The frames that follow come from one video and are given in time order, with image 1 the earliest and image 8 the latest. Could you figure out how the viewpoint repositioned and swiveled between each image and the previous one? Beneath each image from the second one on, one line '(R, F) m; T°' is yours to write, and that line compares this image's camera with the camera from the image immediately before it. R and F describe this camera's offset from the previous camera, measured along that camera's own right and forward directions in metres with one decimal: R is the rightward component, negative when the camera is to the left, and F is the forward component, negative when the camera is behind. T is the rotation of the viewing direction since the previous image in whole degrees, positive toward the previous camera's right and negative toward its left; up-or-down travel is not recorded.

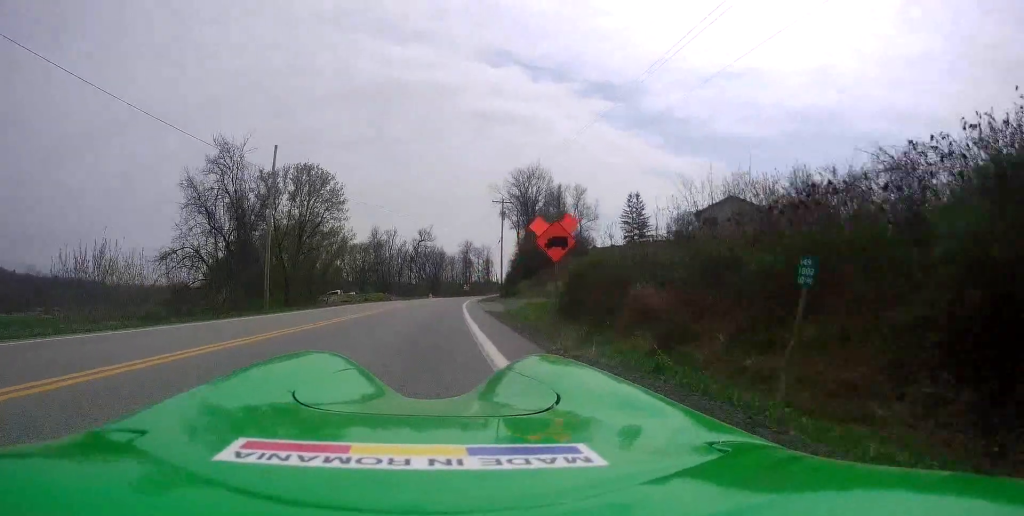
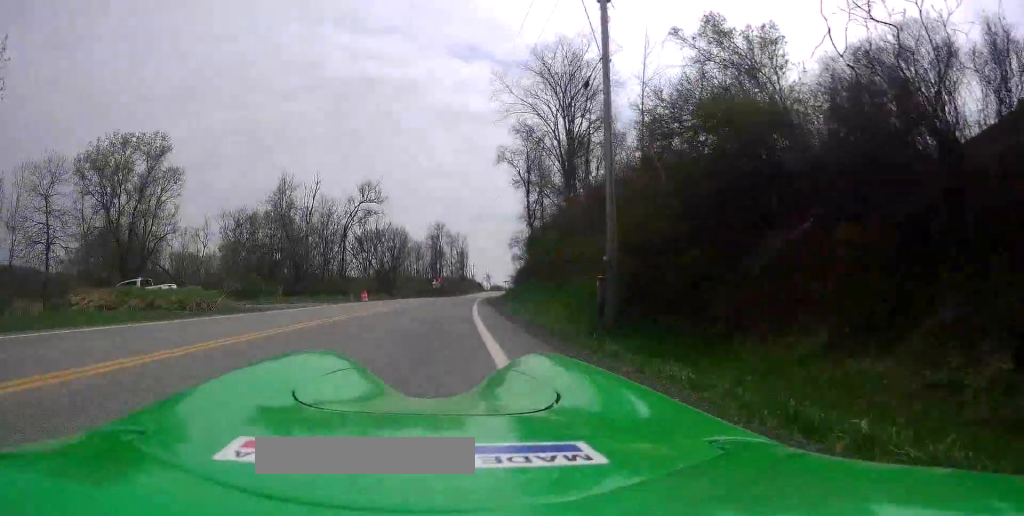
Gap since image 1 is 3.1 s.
(+1.8, +51.5) m; +3°
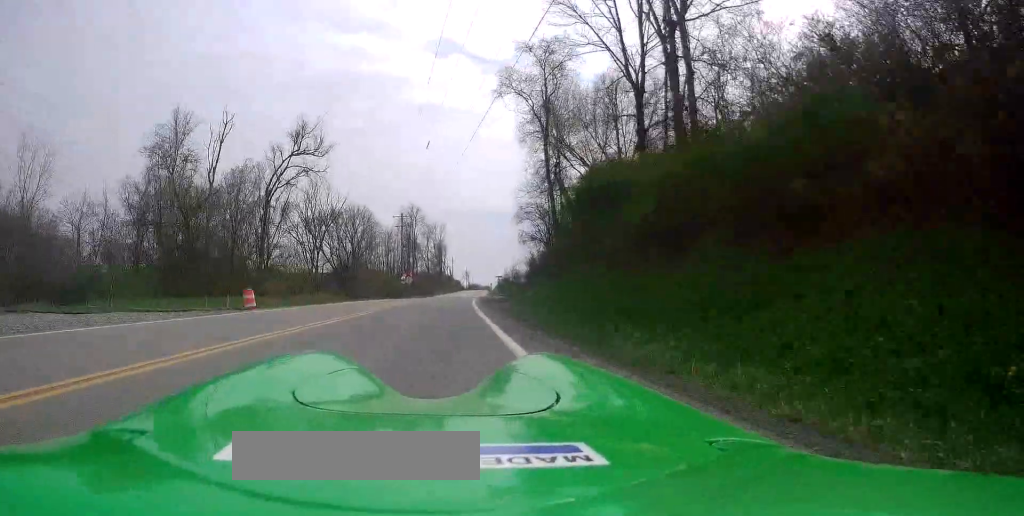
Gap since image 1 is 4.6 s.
(+0.4, +25.2) m; +3°
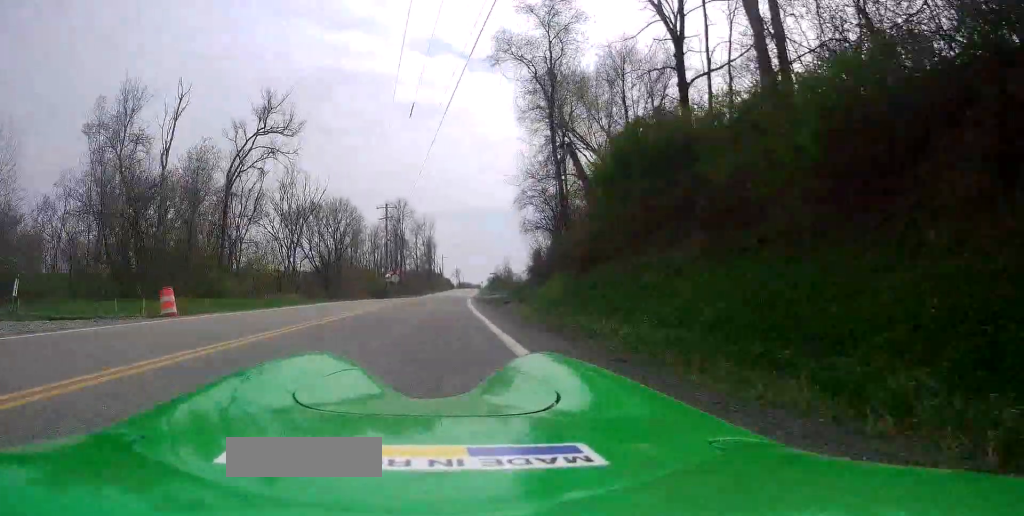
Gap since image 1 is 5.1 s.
(0.0, +7.8) m; +1°
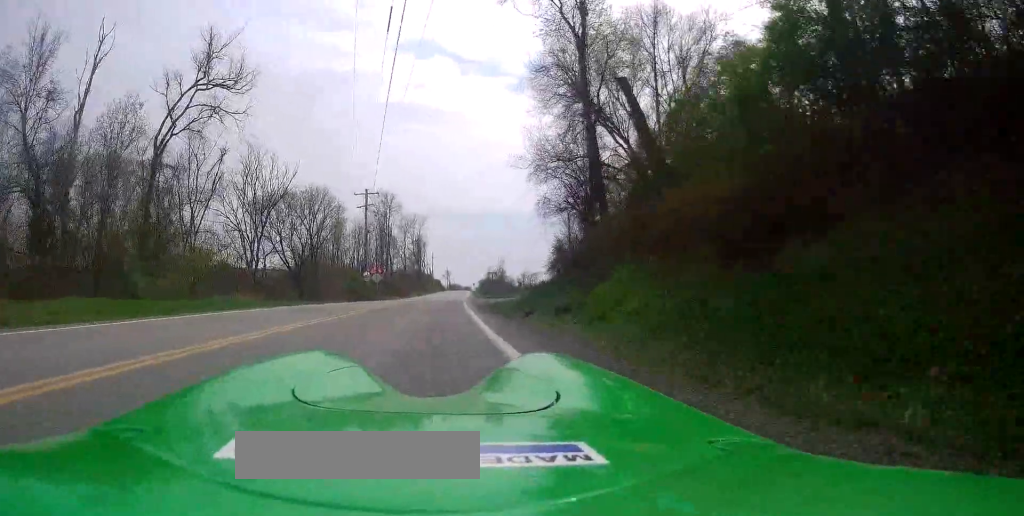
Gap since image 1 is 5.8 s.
(+0.2, +11.5) m; 0°
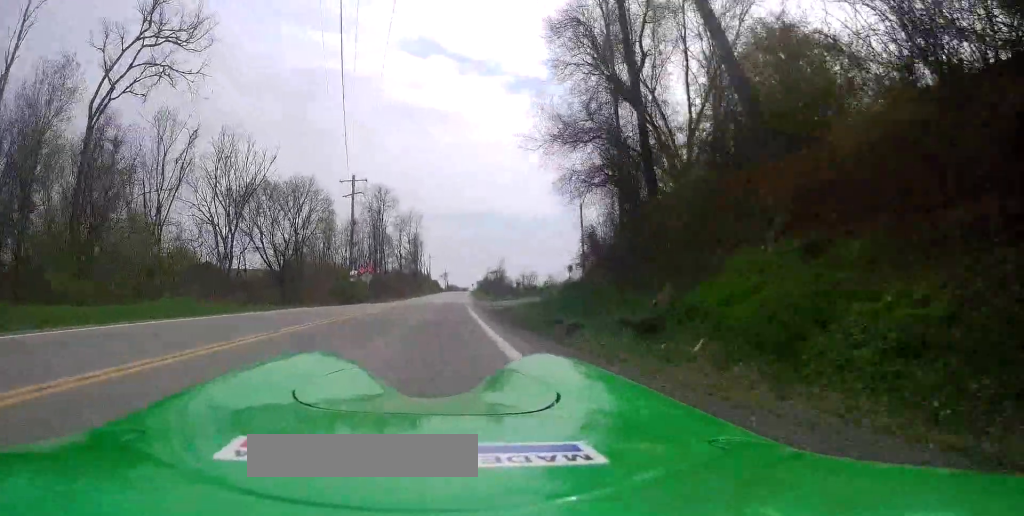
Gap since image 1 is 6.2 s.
(+0.1, +7.2) m; 0°
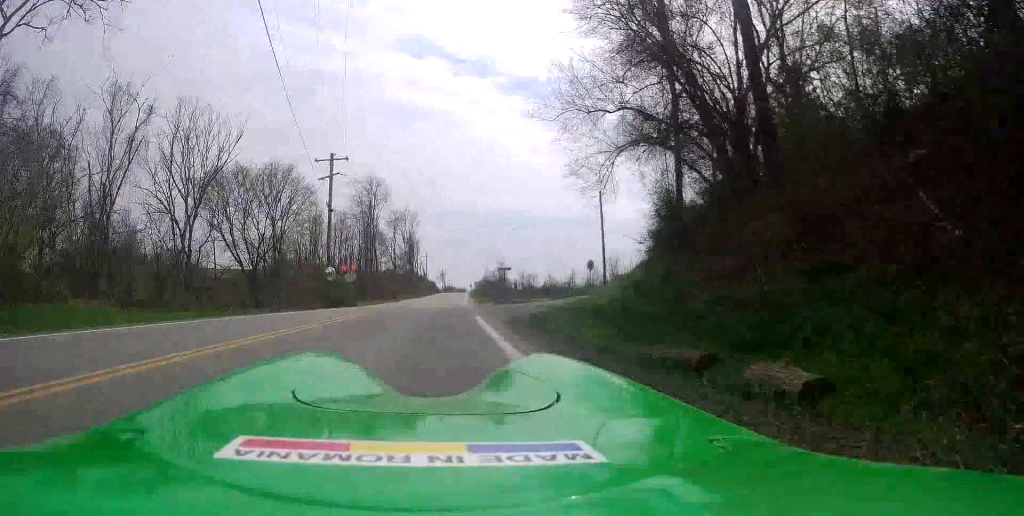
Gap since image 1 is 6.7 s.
(-0.2, +8.6) m; 0°
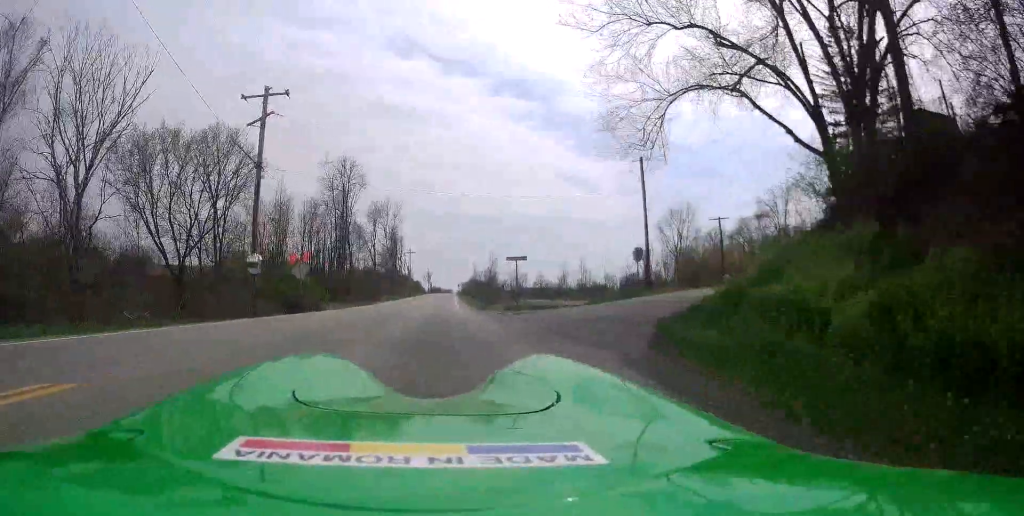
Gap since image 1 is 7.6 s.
(0.0, +13.6) m; +1°
